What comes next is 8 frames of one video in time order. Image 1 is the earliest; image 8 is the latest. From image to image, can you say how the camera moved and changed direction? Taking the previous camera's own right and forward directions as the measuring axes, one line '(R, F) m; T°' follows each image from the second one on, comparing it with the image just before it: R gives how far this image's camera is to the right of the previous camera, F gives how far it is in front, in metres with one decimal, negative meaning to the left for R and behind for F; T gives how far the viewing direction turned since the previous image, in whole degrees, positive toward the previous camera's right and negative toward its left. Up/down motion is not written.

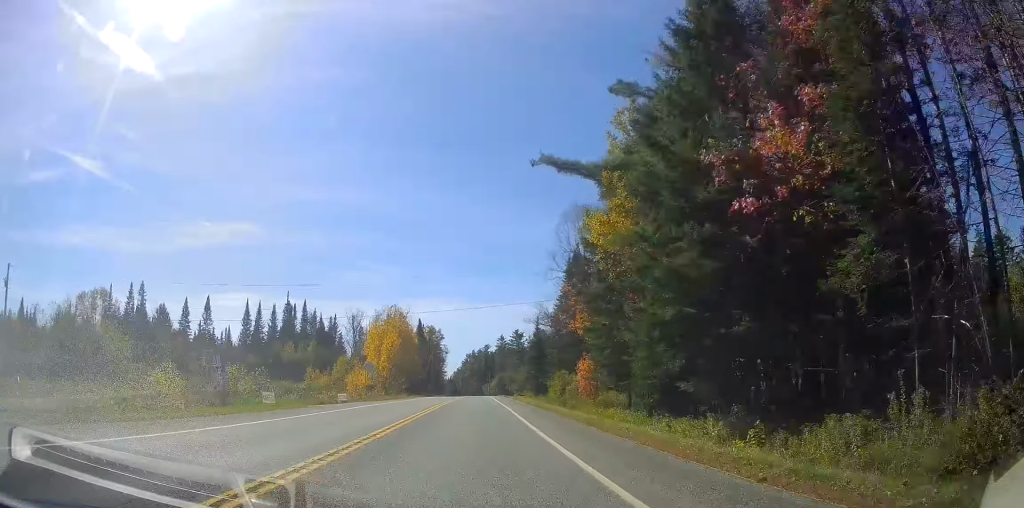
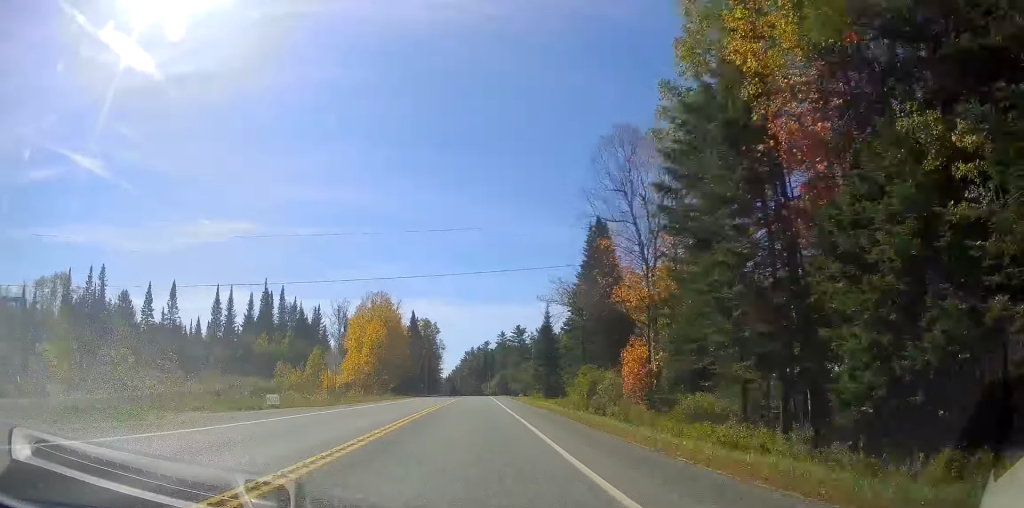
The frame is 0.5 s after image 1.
(0.0, +14.4) m; 0°
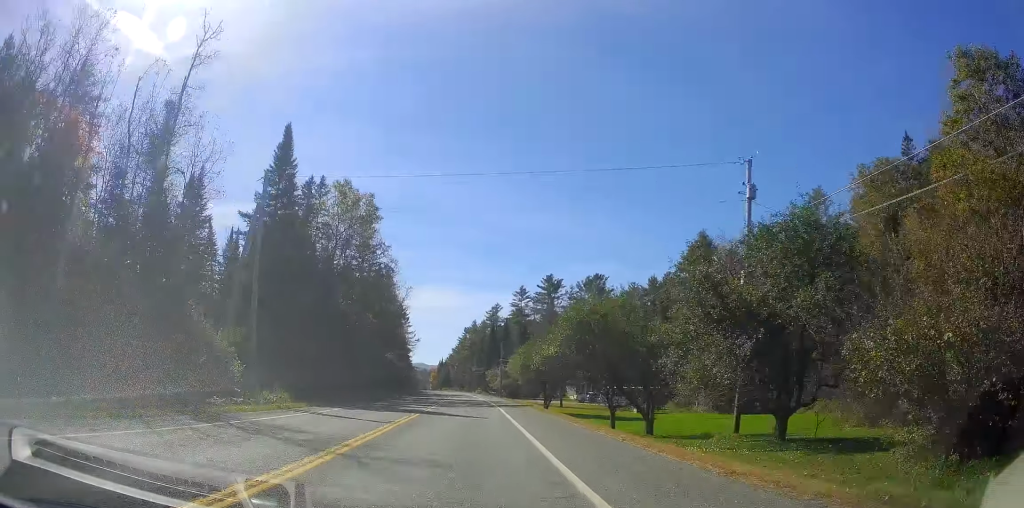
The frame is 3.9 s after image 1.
(-2.0, +97.6) m; -4°
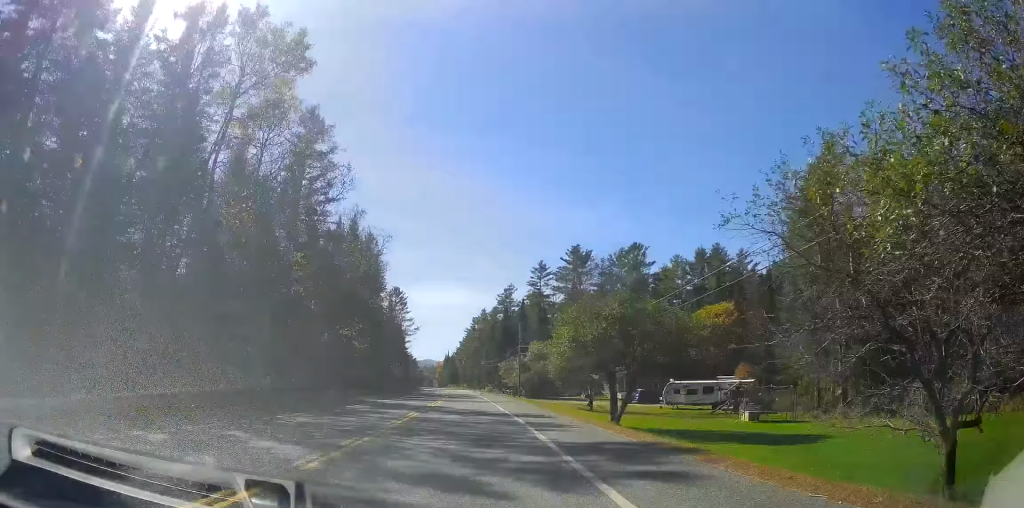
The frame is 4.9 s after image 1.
(0.0, +27.4) m; +1°
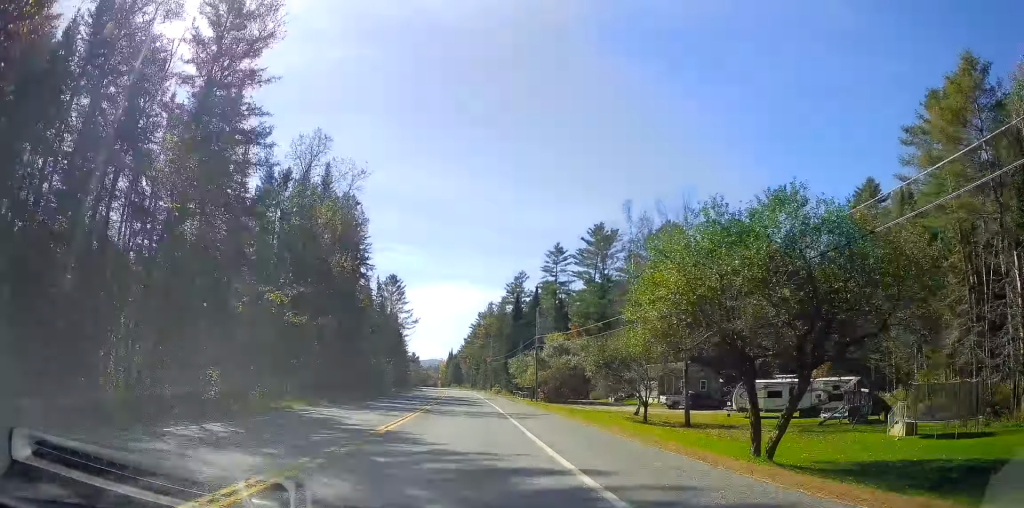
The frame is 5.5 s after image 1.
(+0.2, +17.1) m; -1°
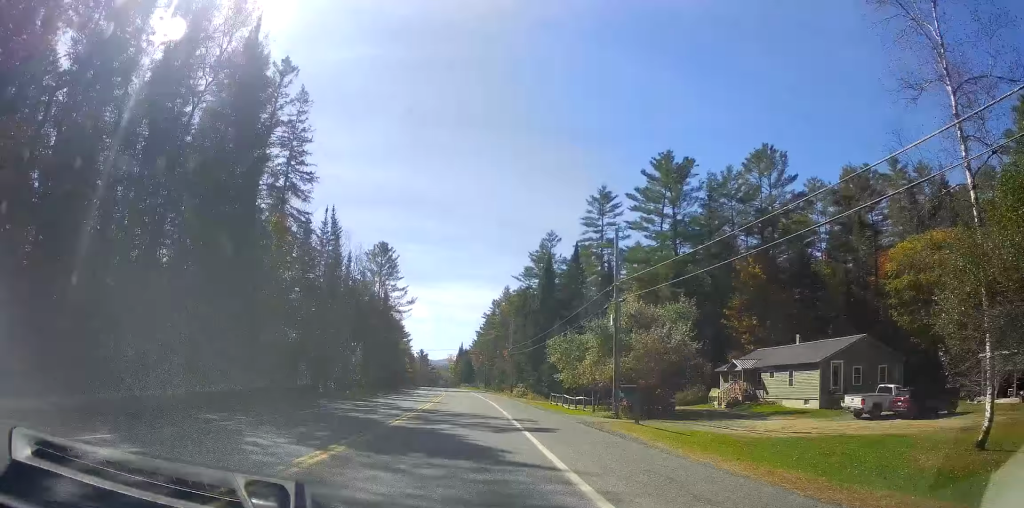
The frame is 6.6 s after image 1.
(-0.6, +32.5) m; -2°
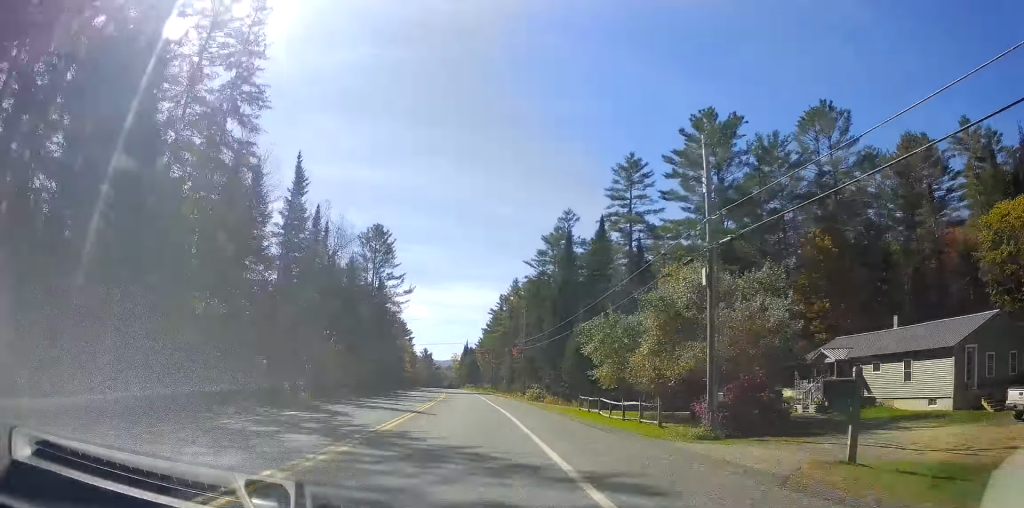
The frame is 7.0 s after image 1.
(-0.1, +12.5) m; 0°
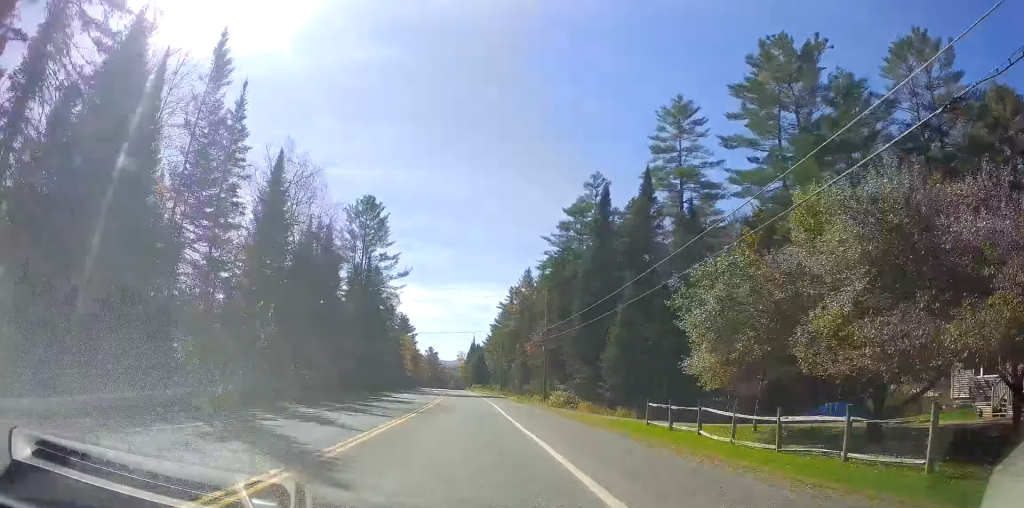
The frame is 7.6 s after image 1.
(0.0, +15.3) m; 0°
